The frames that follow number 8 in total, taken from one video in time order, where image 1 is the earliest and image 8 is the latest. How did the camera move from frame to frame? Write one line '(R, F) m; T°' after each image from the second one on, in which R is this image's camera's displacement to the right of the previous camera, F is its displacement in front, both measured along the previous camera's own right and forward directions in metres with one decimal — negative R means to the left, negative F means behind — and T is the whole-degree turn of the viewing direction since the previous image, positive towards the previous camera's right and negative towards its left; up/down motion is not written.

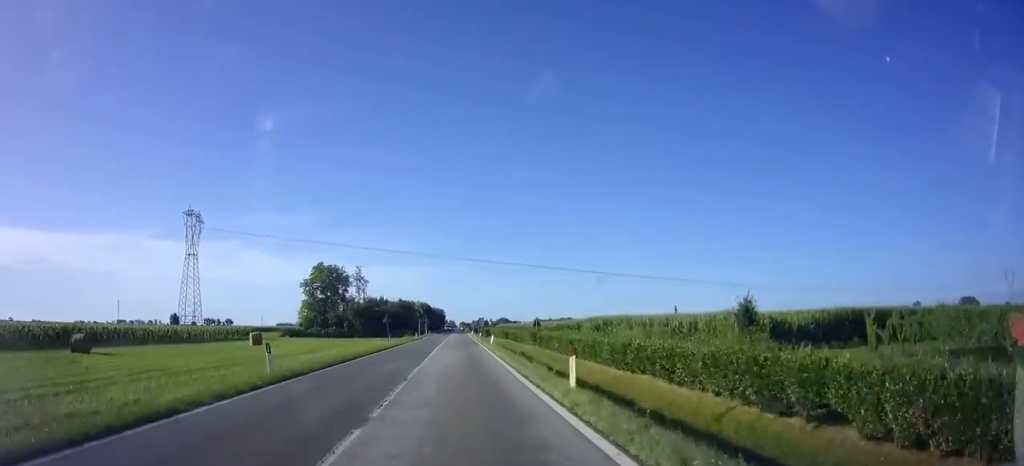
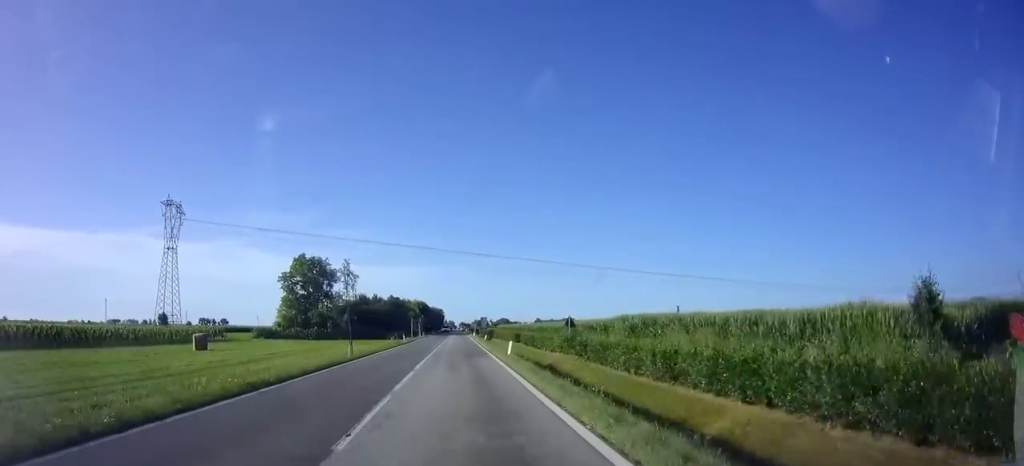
(+0.1, +13.8) m; 0°
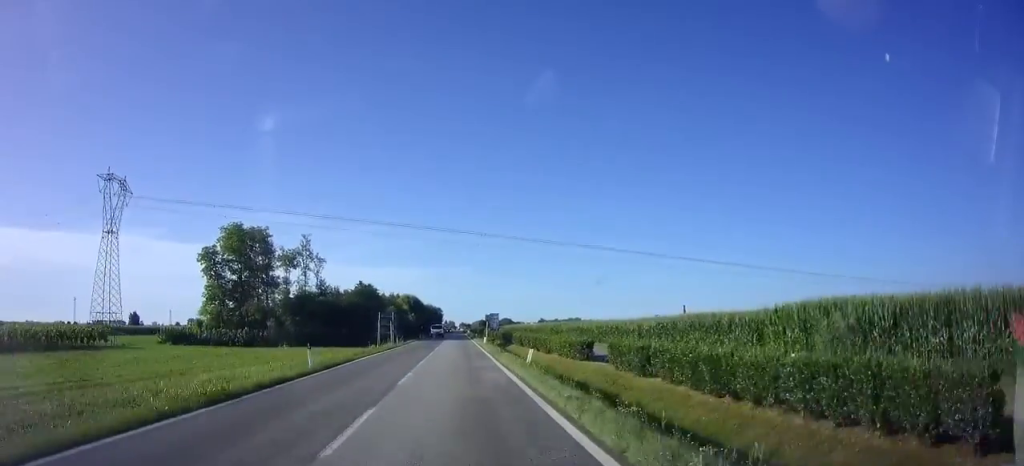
(-0.1, +32.8) m; 0°
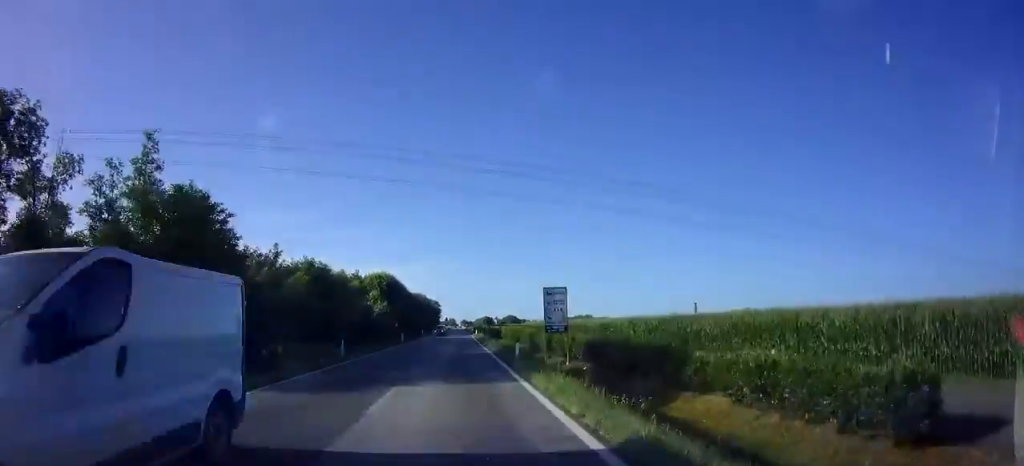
(0.0, +47.5) m; 0°
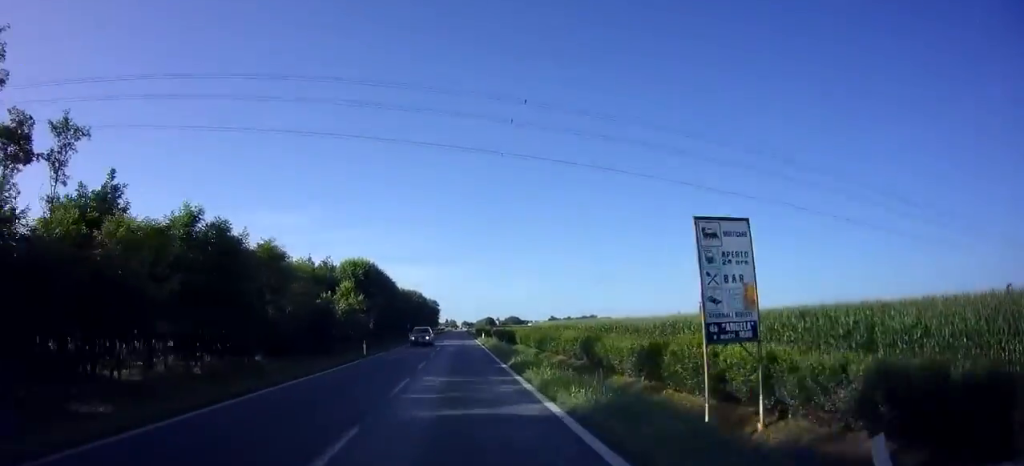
(0.0, +19.9) m; 0°
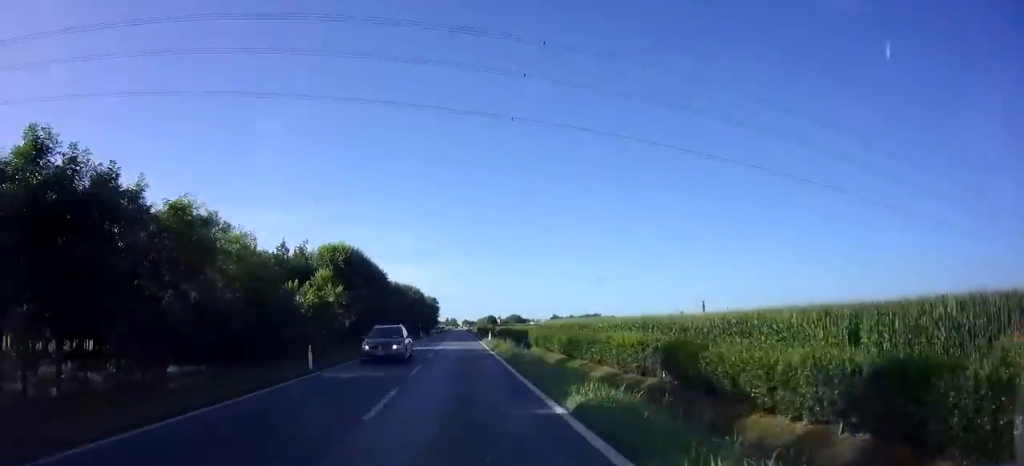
(0.0, +10.4) m; 0°
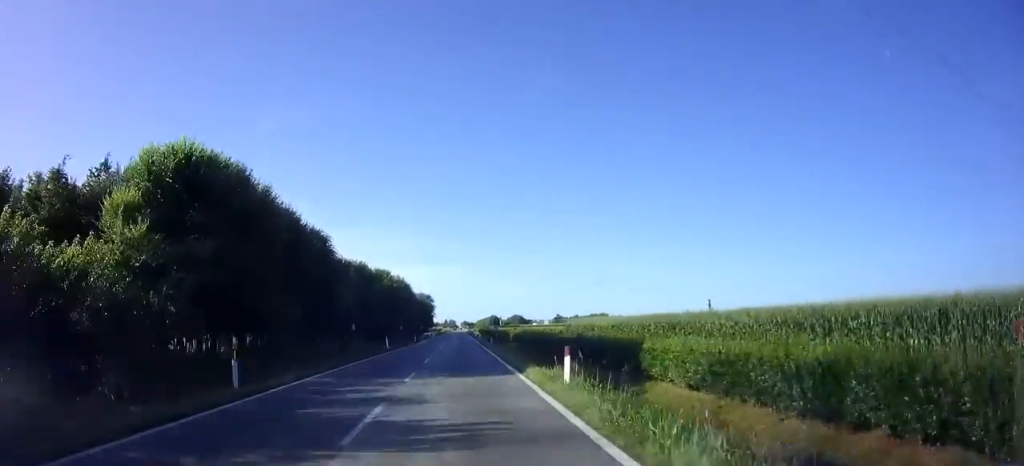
(0.0, +30.2) m; 0°
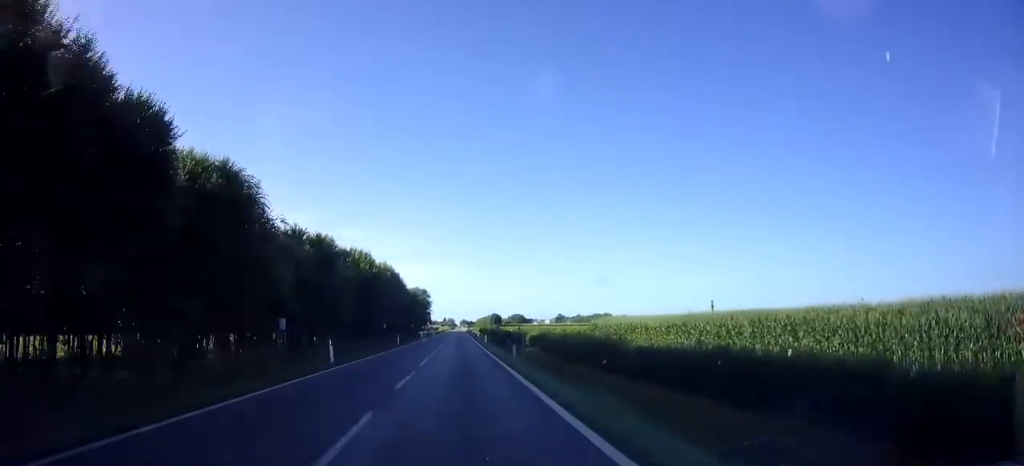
(0.0, +15.6) m; 0°
